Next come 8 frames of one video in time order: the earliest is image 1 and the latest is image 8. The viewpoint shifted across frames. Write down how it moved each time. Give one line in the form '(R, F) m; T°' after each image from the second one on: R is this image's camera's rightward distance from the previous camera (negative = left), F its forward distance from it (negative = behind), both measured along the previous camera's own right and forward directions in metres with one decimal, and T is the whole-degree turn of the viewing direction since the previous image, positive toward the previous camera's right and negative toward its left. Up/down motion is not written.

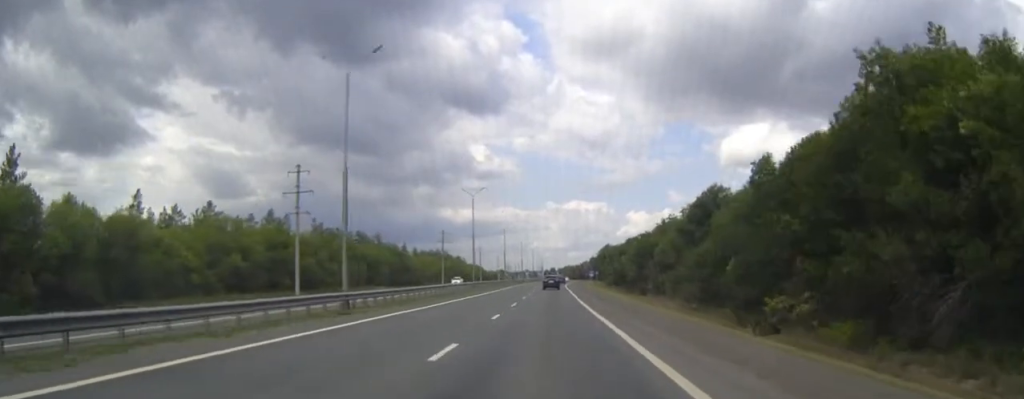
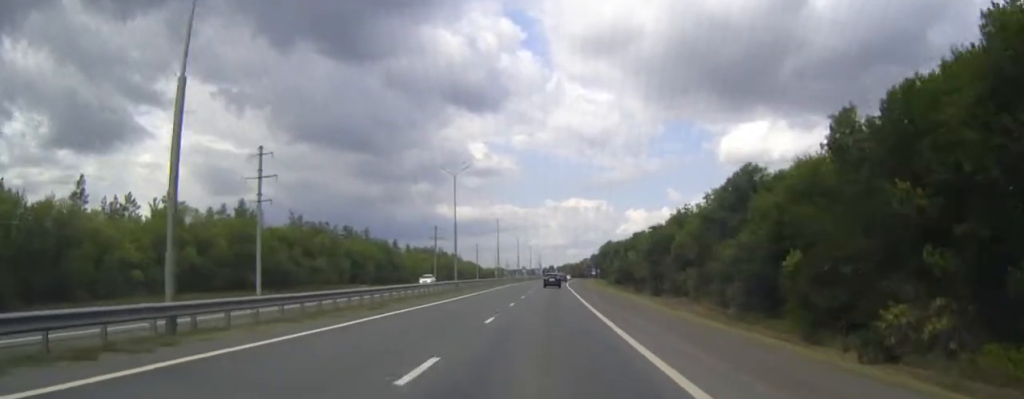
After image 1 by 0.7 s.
(-0.1, +14.7) m; 0°
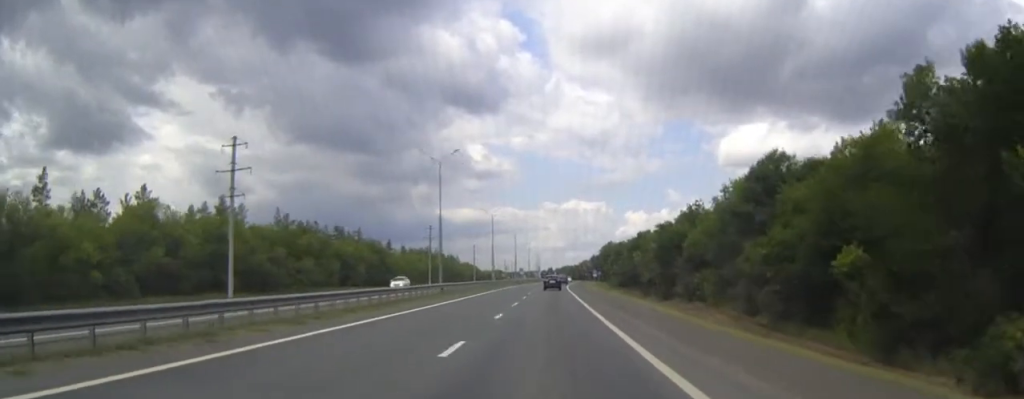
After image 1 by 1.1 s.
(0.0, +8.4) m; 0°
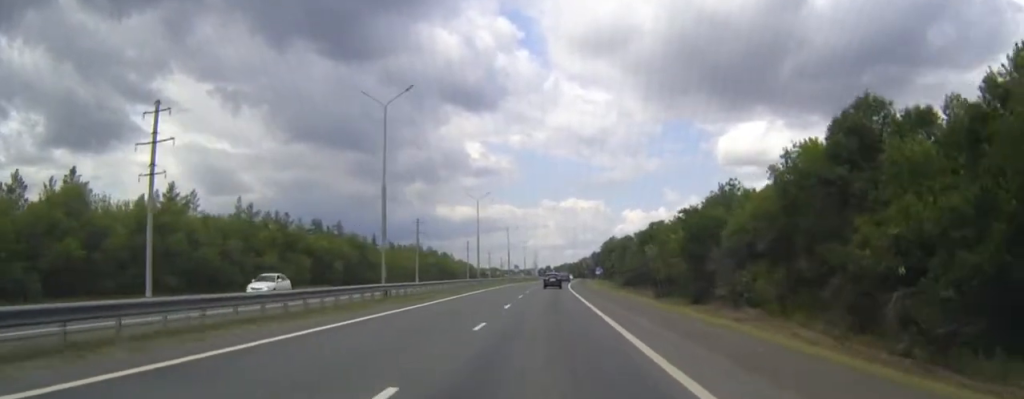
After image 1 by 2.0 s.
(+0.1, +18.9) m; 0°
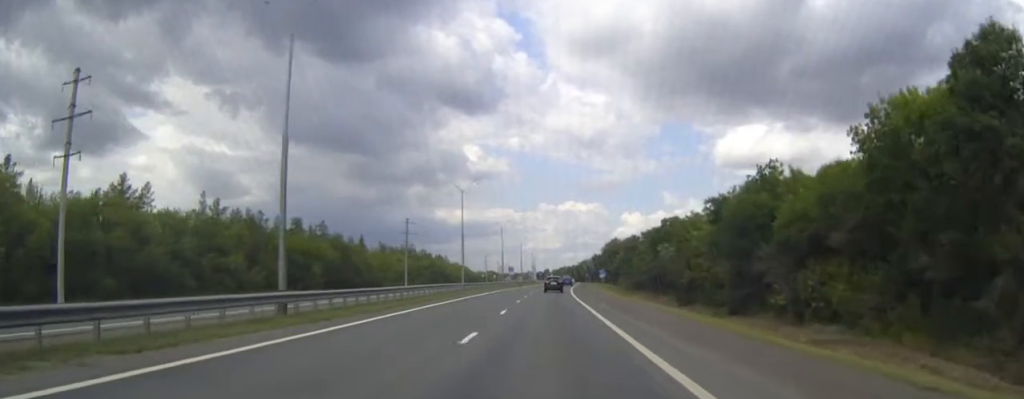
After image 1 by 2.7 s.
(0.0, +14.7) m; 0°
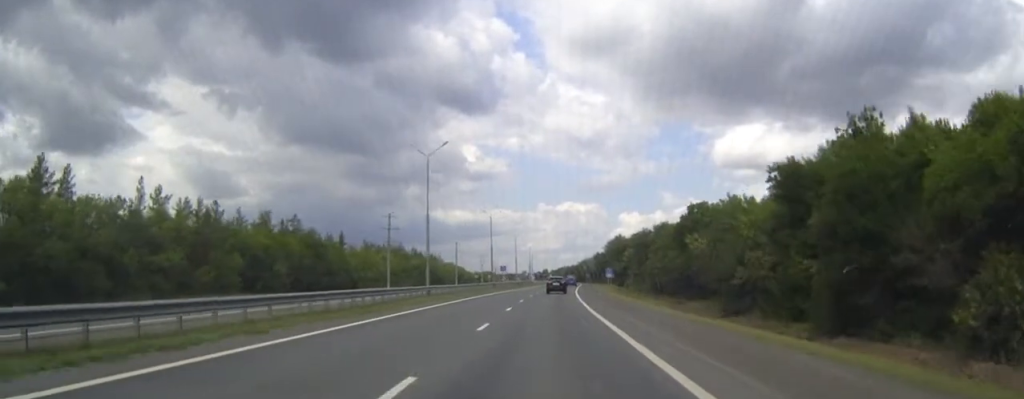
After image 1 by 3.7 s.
(0.0, +20.3) m; 0°
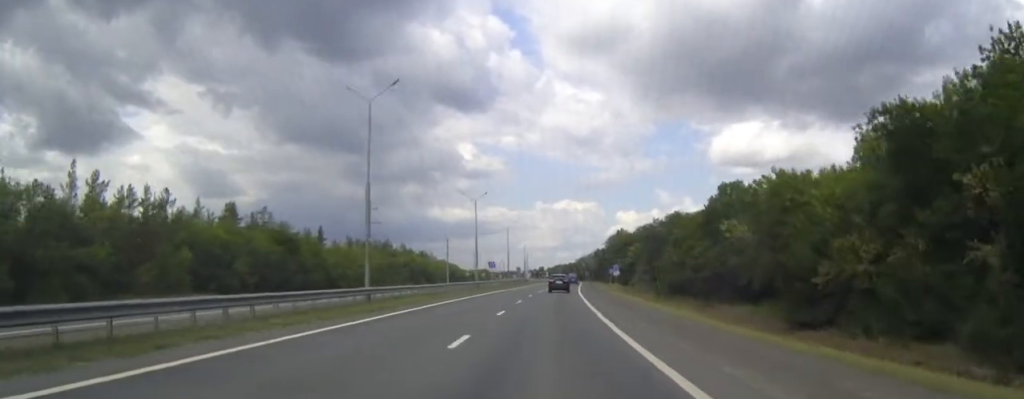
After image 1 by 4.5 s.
(0.0, +16.7) m; 0°
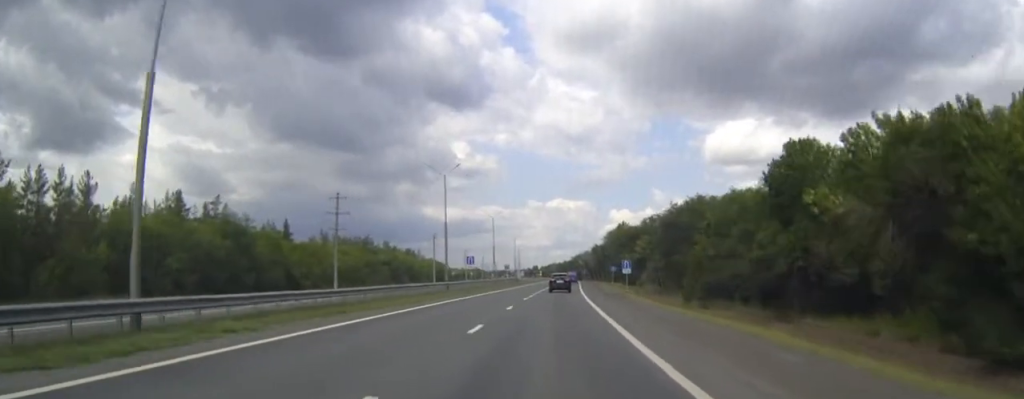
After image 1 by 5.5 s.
(+0.1, +20.9) m; 0°
